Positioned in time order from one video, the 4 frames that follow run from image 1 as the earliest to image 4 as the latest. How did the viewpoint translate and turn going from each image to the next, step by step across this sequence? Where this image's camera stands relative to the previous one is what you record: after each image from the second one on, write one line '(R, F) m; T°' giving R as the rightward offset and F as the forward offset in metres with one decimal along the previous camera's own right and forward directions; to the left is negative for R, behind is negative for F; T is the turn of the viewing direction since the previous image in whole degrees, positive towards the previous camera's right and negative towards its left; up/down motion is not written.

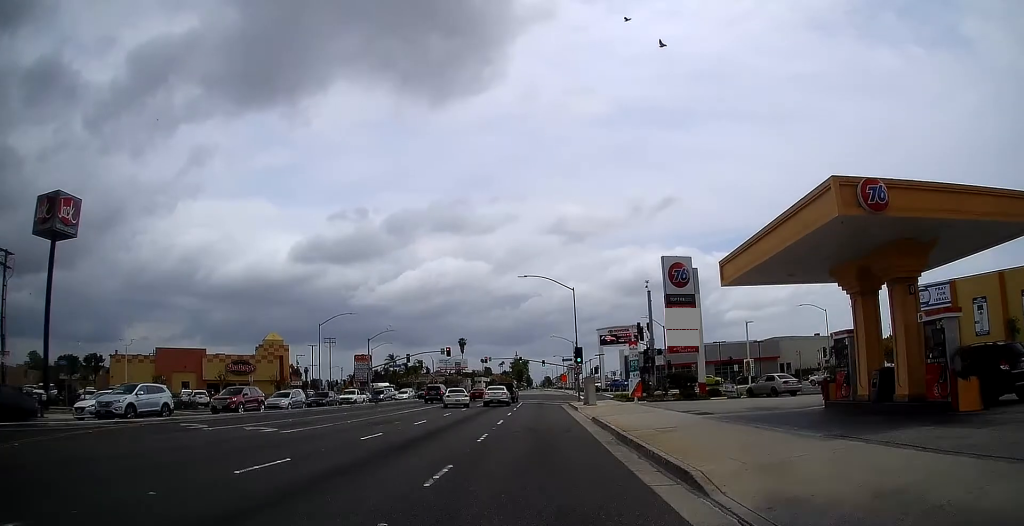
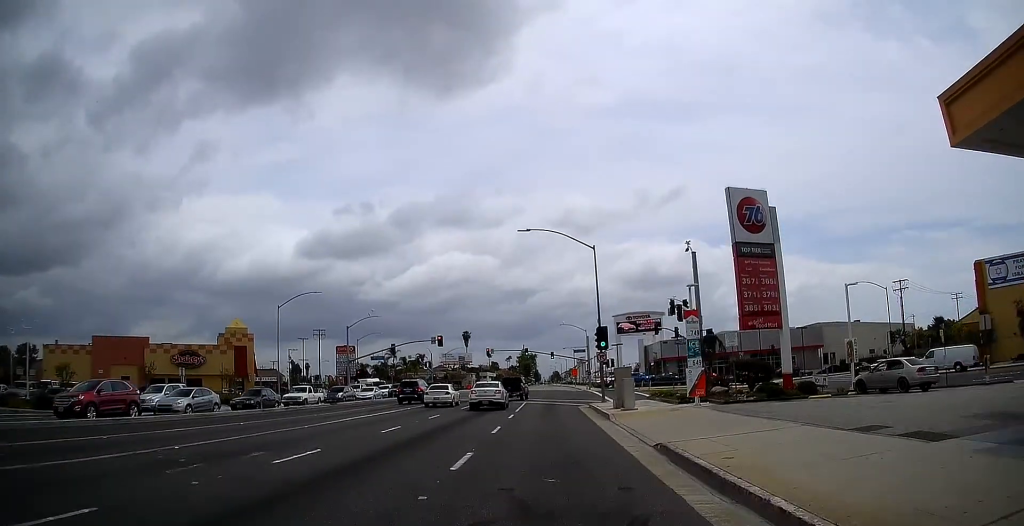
(-0.1, +14.3) m; -1°
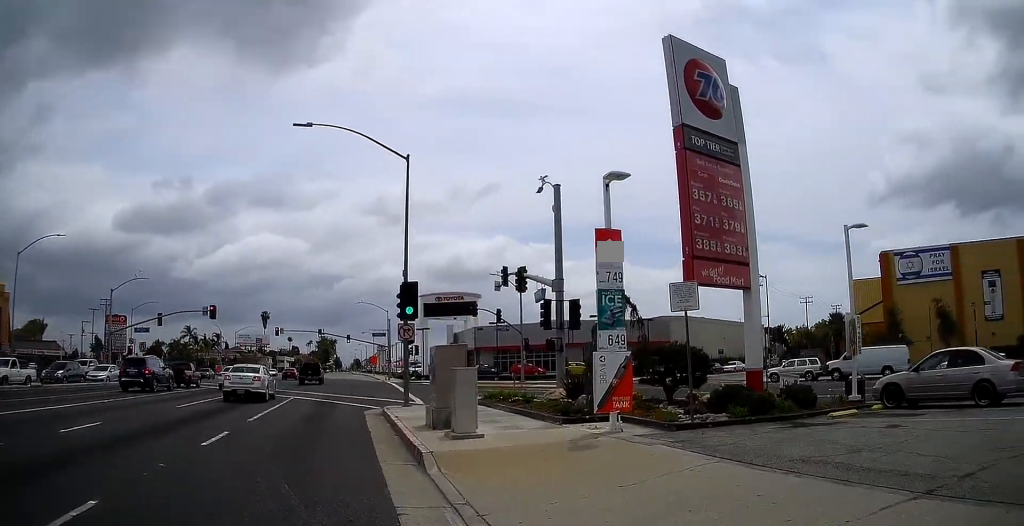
(+0.7, +16.5) m; +18°
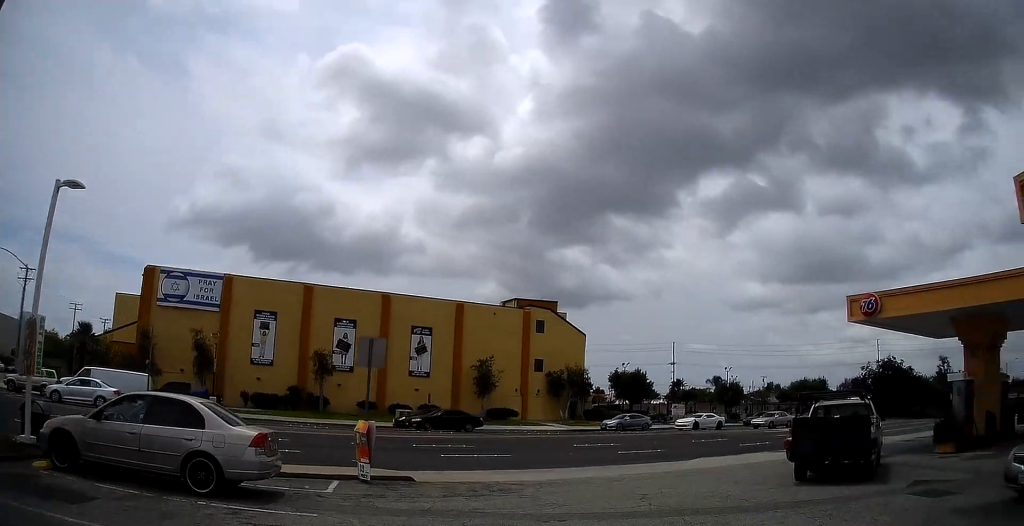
(+3.3, +6.2) m; +73°
